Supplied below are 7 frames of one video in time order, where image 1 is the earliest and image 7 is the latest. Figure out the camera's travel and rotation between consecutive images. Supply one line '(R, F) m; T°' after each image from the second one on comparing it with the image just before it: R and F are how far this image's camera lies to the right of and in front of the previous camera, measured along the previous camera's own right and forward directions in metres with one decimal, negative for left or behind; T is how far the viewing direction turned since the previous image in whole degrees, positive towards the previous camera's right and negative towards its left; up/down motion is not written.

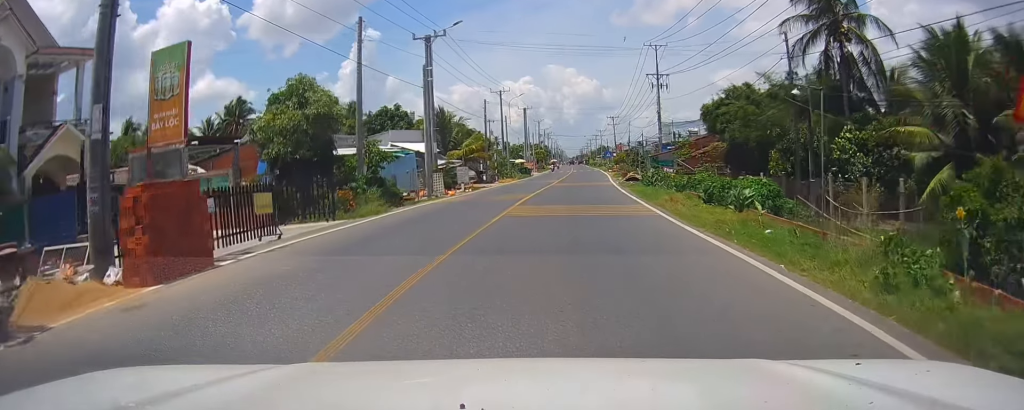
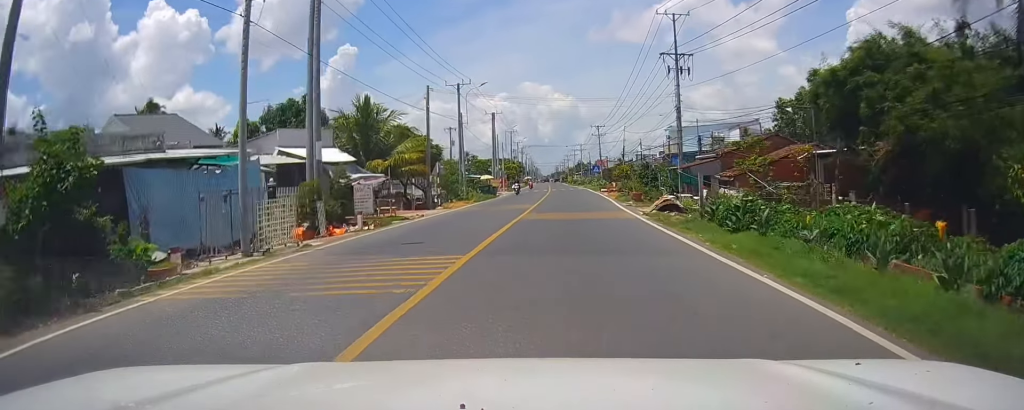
(+0.5, +19.5) m; +1°
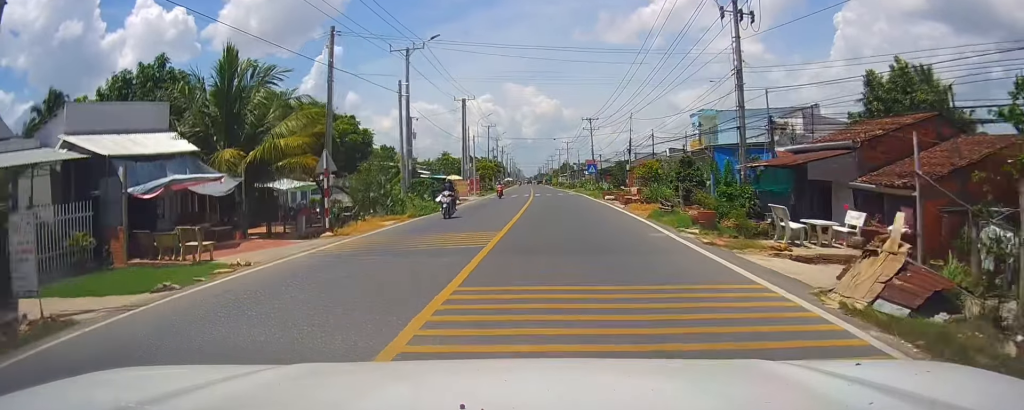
(+0.2, +17.1) m; +2°
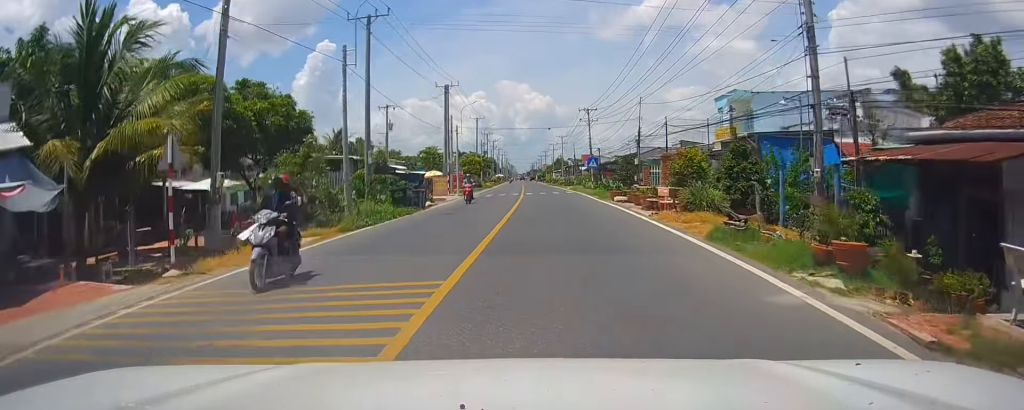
(0.0, +8.9) m; +1°
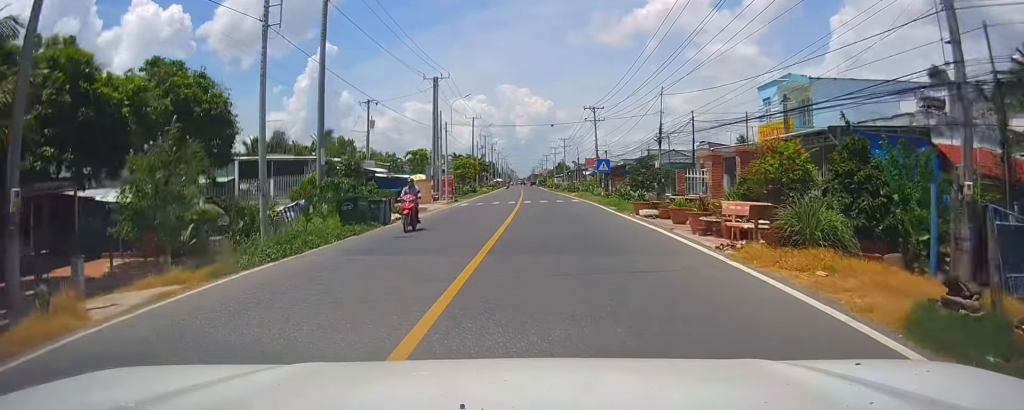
(0.0, +8.3) m; +2°
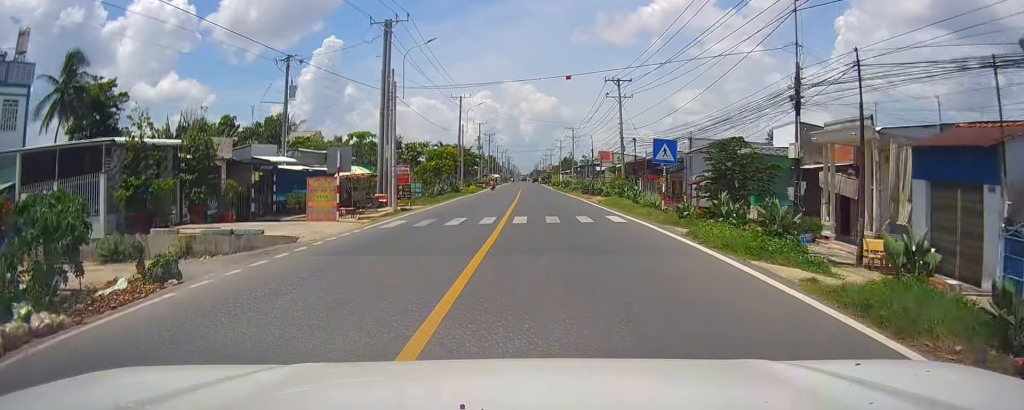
(+1.0, +20.9) m; 0°
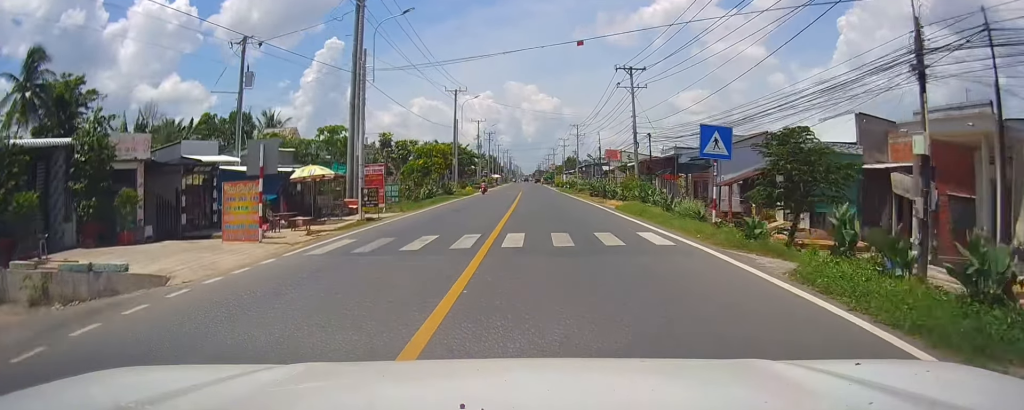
(-0.3, +6.3) m; -1°
